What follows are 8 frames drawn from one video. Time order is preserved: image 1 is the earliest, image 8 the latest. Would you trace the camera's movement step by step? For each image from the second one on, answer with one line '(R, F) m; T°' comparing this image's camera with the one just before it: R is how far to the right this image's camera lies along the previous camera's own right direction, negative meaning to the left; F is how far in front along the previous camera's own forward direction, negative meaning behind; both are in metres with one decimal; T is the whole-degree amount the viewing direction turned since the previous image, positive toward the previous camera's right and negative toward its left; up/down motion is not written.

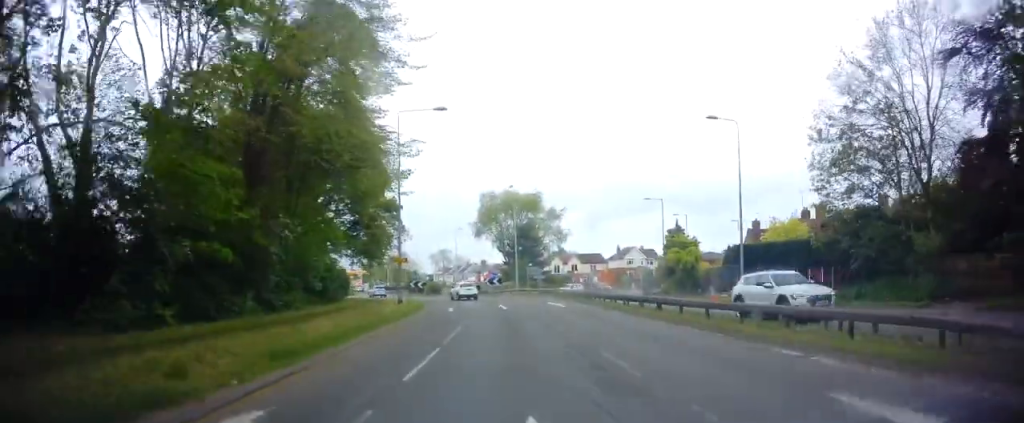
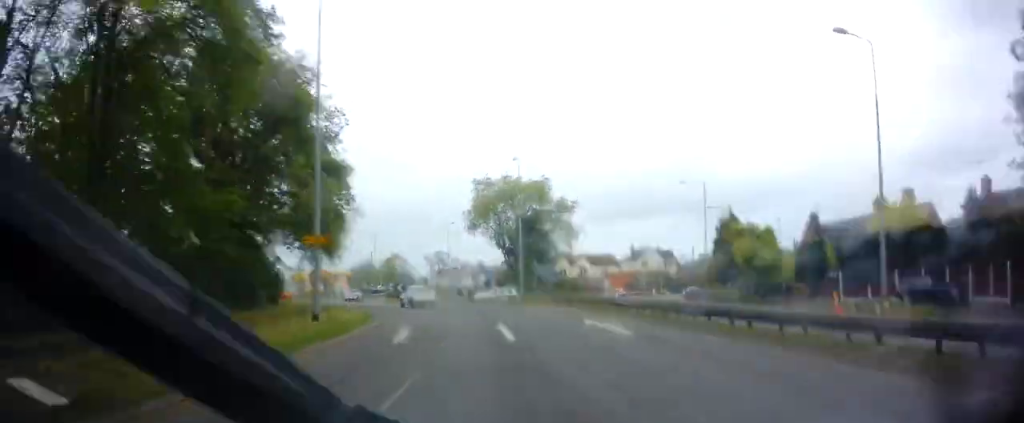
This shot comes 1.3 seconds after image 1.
(-0.2, +16.0) m; 0°
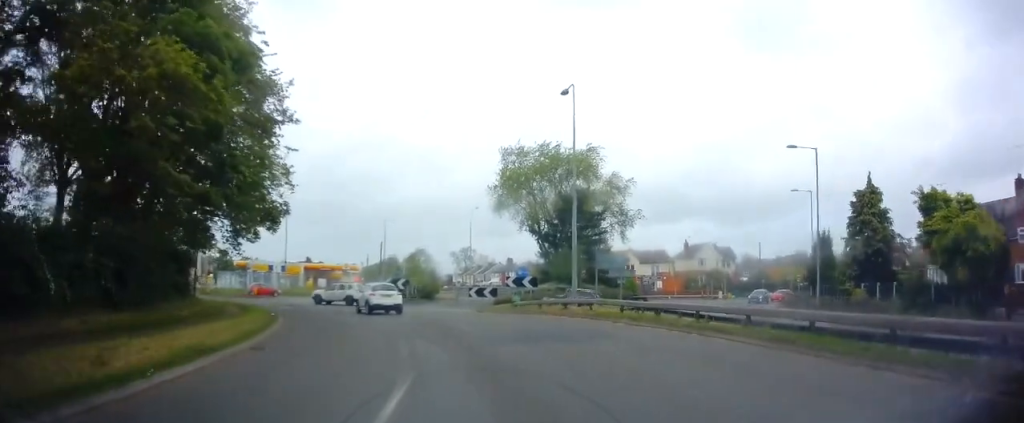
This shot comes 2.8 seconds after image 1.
(-0.2, +17.2) m; -3°
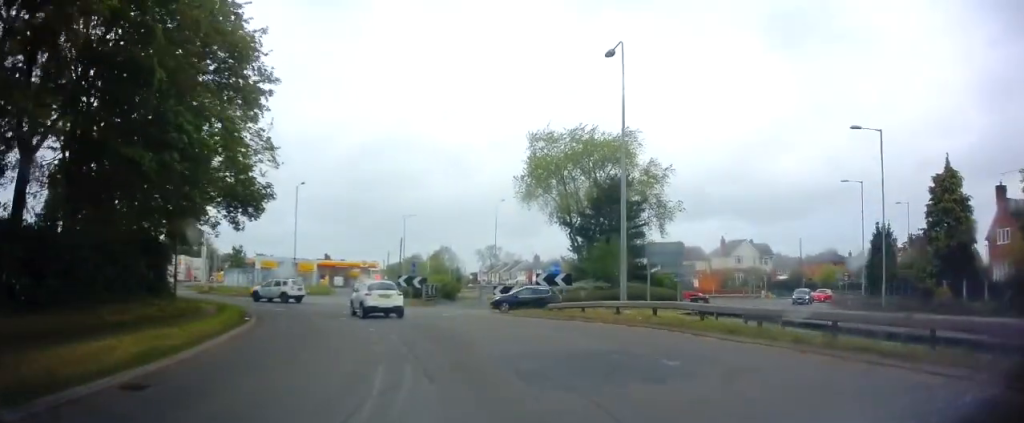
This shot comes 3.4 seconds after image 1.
(-0.2, +5.5) m; -2°
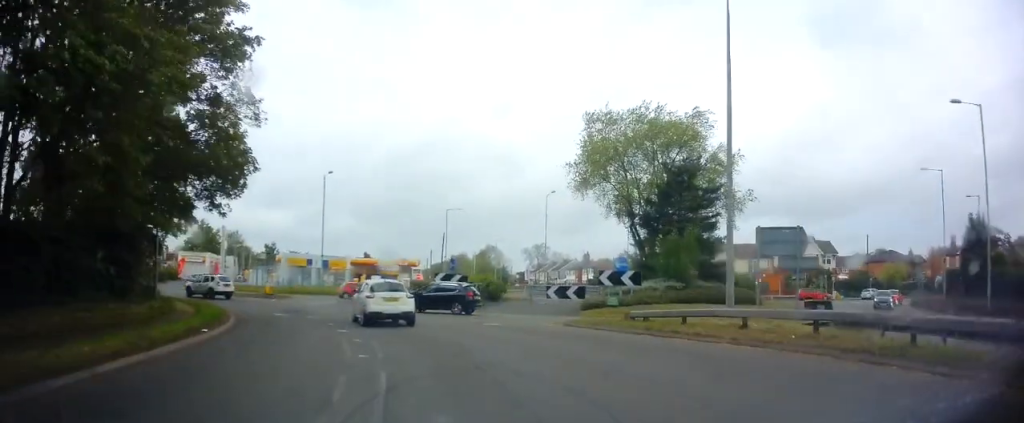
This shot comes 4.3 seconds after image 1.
(0.0, +6.5) m; -2°
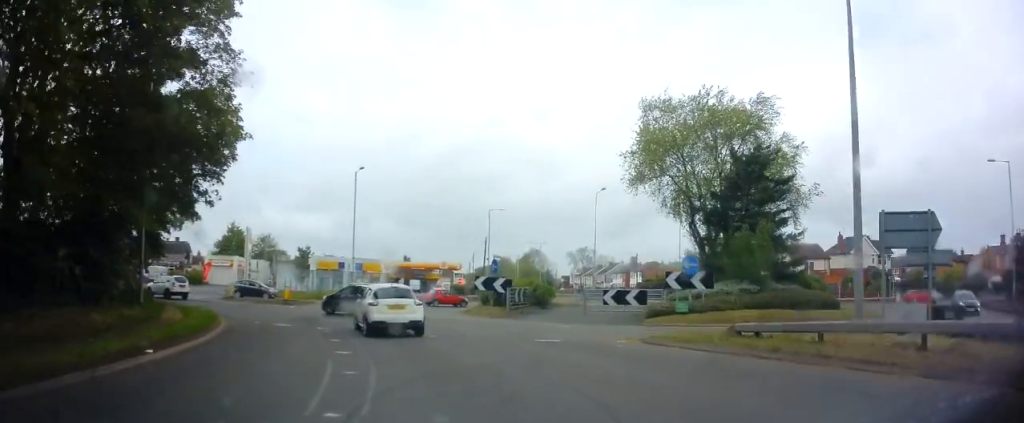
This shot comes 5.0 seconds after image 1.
(0.0, +4.7) m; -4°
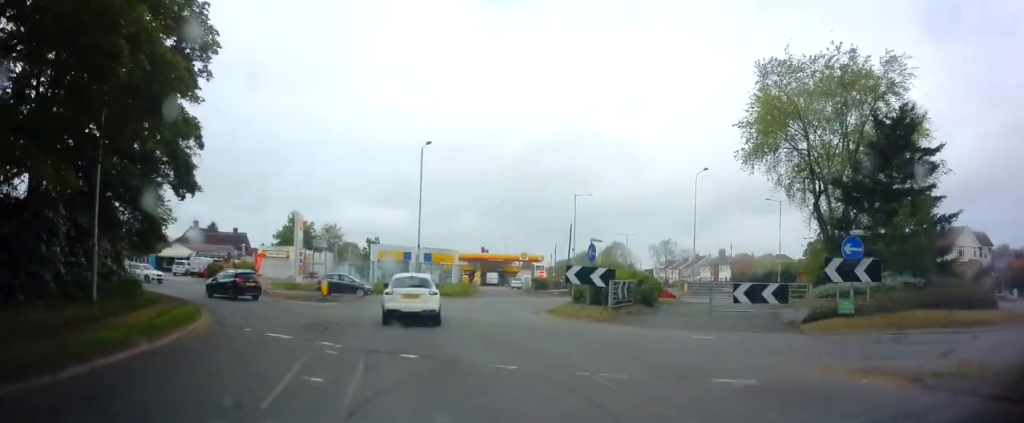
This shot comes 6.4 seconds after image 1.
(-0.9, +8.1) m; -10°
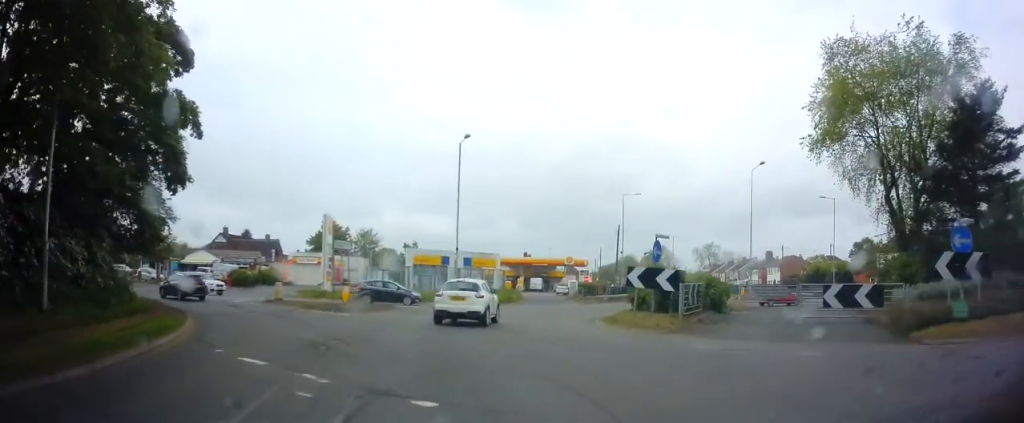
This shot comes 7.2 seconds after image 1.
(-0.1, +4.3) m; -3°
